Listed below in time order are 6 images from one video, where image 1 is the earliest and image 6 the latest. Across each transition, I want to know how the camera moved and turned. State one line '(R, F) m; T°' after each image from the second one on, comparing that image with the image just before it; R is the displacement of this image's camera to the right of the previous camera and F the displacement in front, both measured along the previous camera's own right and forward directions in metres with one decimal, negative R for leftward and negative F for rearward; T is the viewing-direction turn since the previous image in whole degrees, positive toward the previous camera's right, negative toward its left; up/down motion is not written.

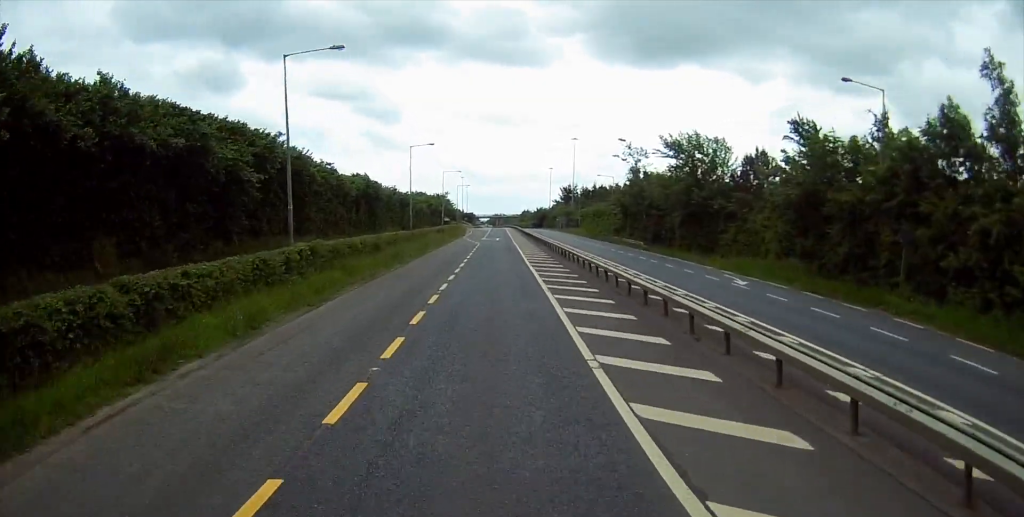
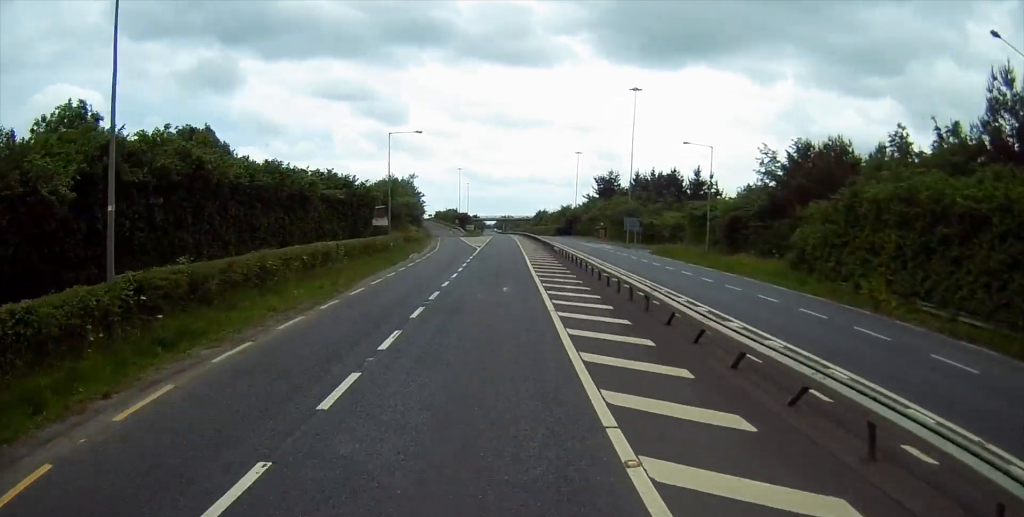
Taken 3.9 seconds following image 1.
(-0.8, +87.8) m; -1°
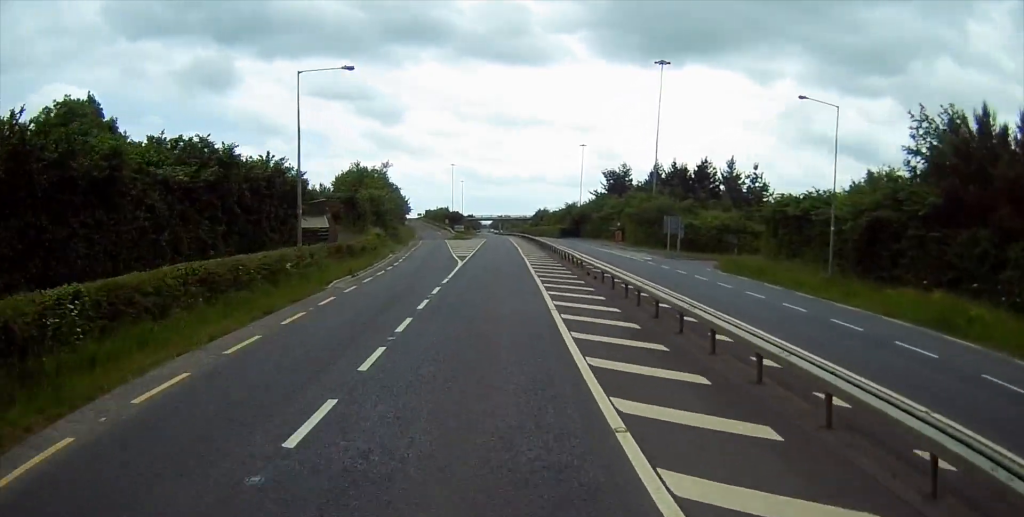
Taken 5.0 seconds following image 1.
(+0.1, +22.8) m; 0°
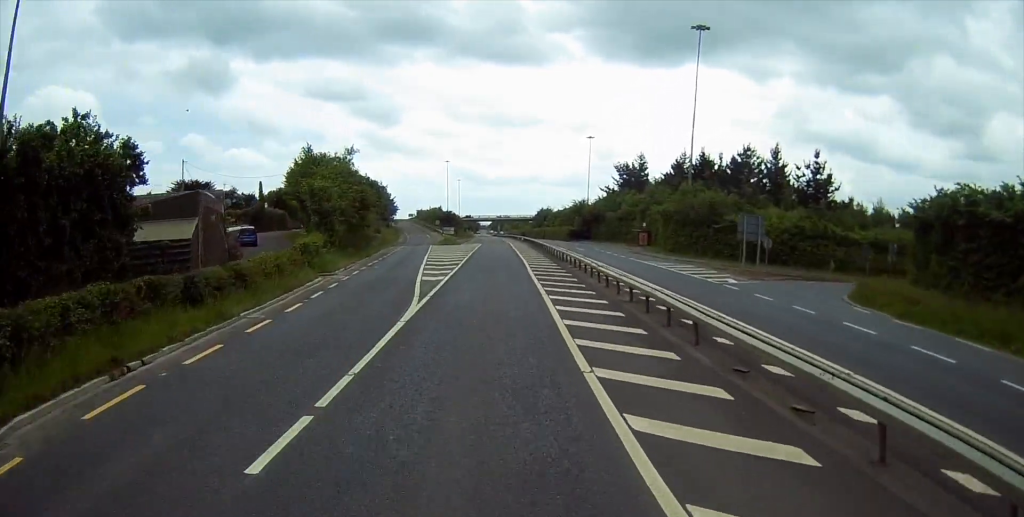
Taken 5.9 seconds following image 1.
(-0.1, +20.6) m; -1°
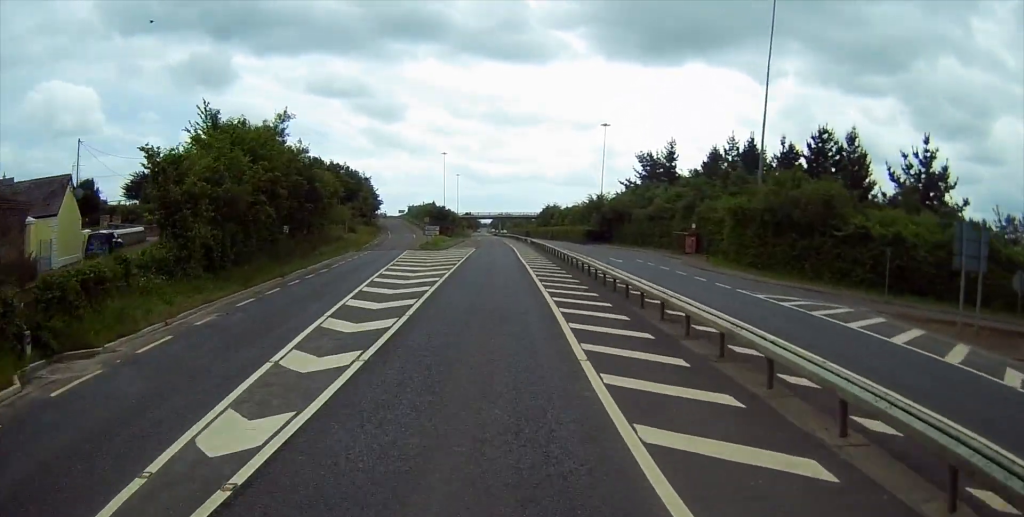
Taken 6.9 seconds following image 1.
(-0.2, +22.8) m; 0°
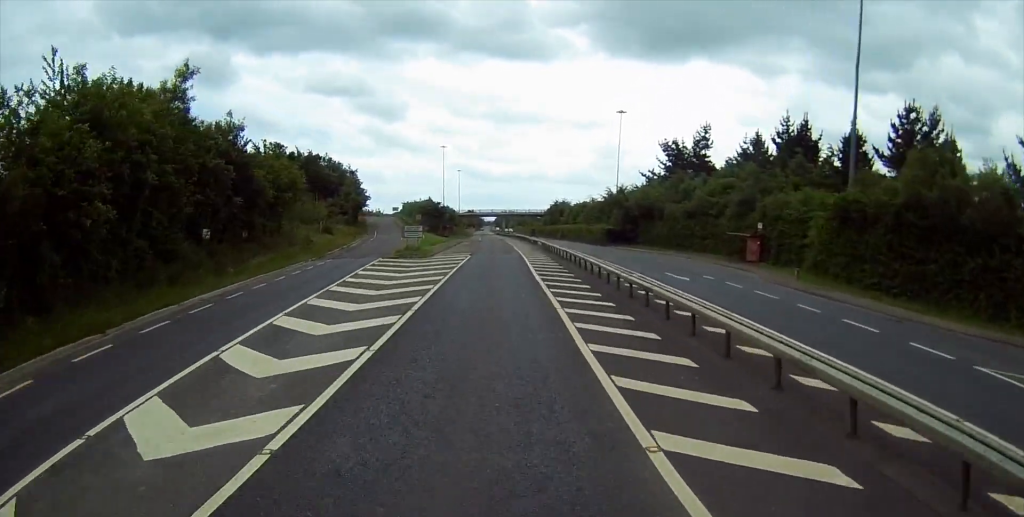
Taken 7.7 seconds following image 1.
(0.0, +16.9) m; 0°
